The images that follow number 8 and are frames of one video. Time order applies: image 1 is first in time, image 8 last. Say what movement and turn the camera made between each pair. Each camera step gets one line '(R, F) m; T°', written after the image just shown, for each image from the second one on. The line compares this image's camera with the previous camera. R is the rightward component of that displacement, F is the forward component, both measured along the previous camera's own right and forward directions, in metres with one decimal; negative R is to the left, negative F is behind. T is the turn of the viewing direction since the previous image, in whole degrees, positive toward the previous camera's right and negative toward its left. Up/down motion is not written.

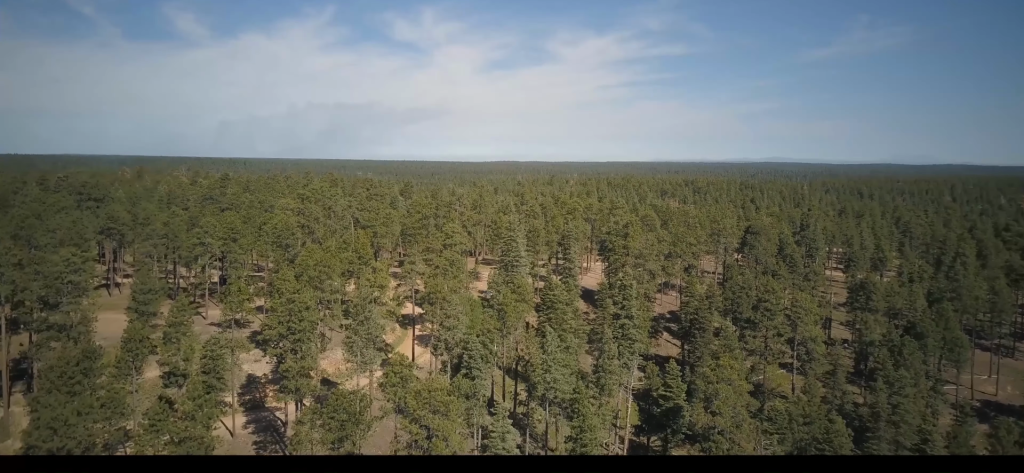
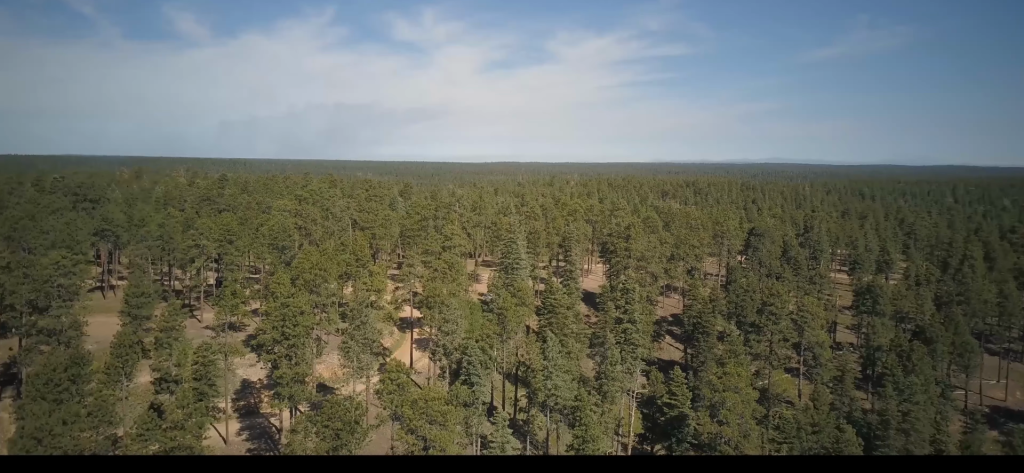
(0.0, +3.8) m; 0°
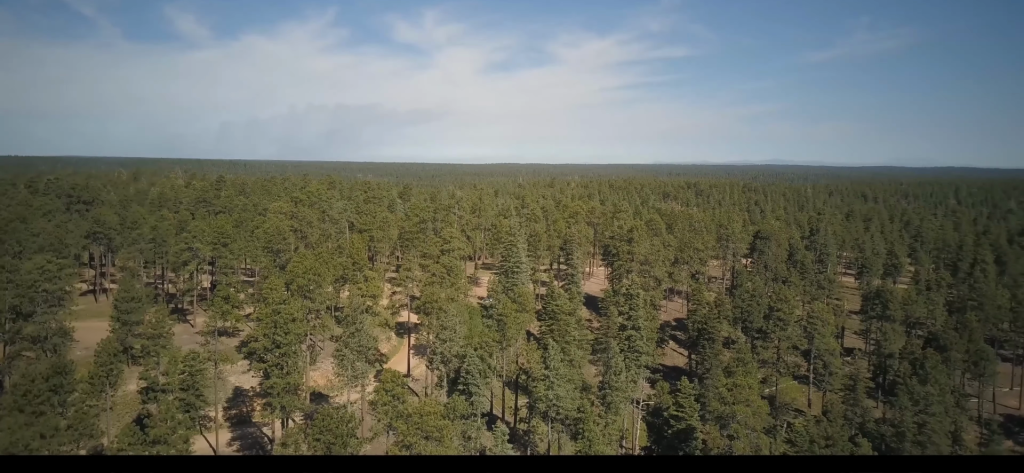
(0.0, +4.8) m; 0°
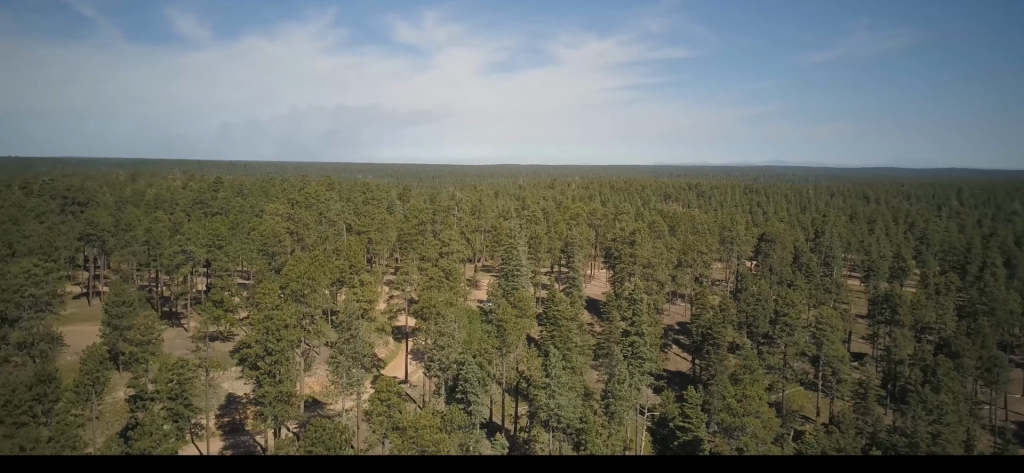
(0.0, +3.7) m; 0°
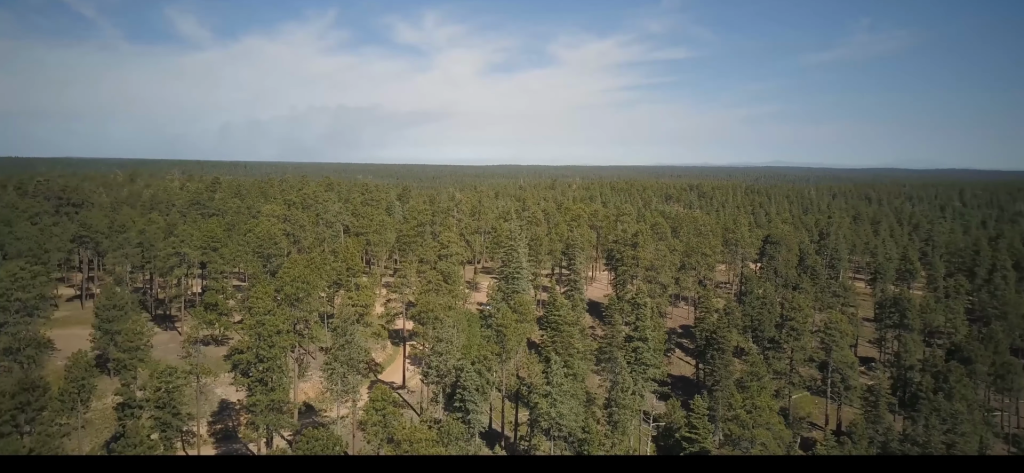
(0.0, +3.8) m; 0°
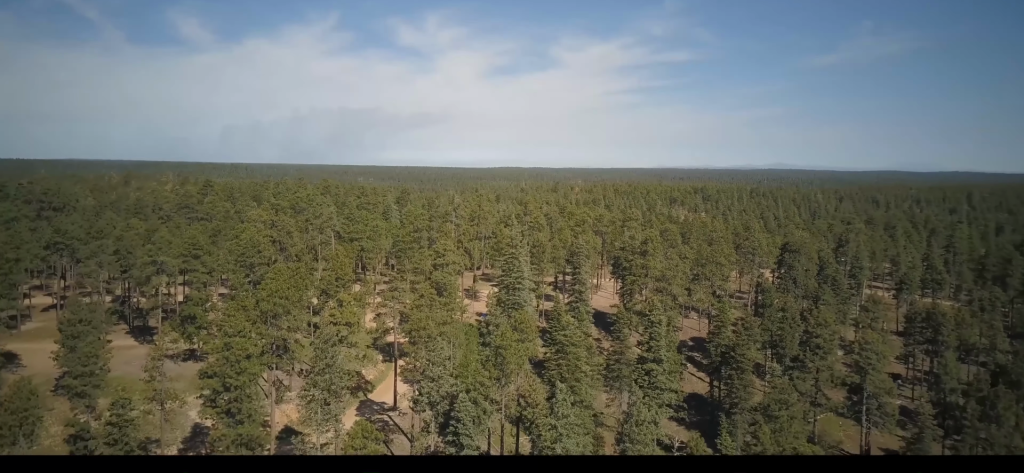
(-0.1, +12.1) m; 0°
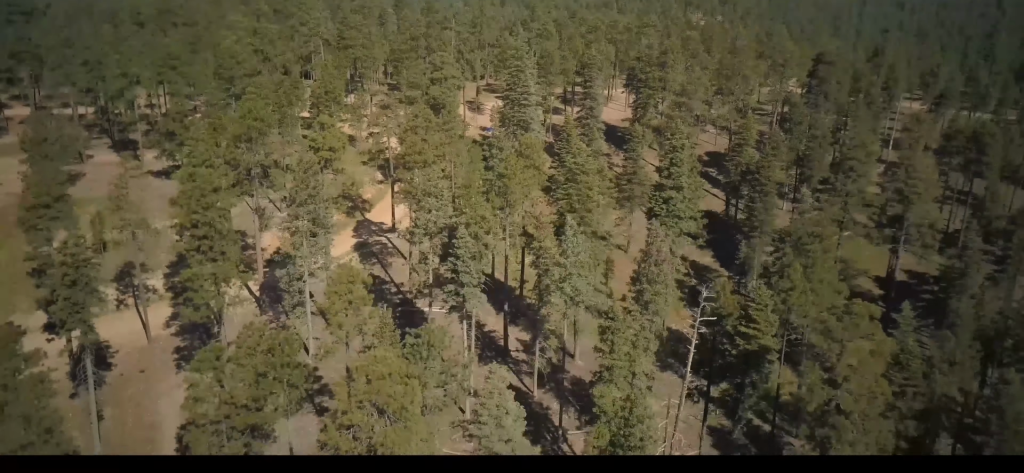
(+0.1, +14.0) m; 0°
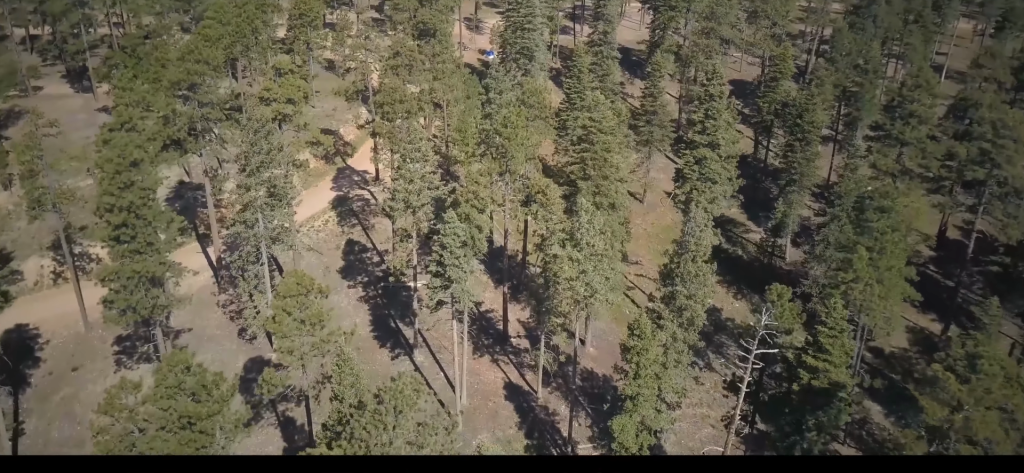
(-0.1, +16.9) m; 0°
